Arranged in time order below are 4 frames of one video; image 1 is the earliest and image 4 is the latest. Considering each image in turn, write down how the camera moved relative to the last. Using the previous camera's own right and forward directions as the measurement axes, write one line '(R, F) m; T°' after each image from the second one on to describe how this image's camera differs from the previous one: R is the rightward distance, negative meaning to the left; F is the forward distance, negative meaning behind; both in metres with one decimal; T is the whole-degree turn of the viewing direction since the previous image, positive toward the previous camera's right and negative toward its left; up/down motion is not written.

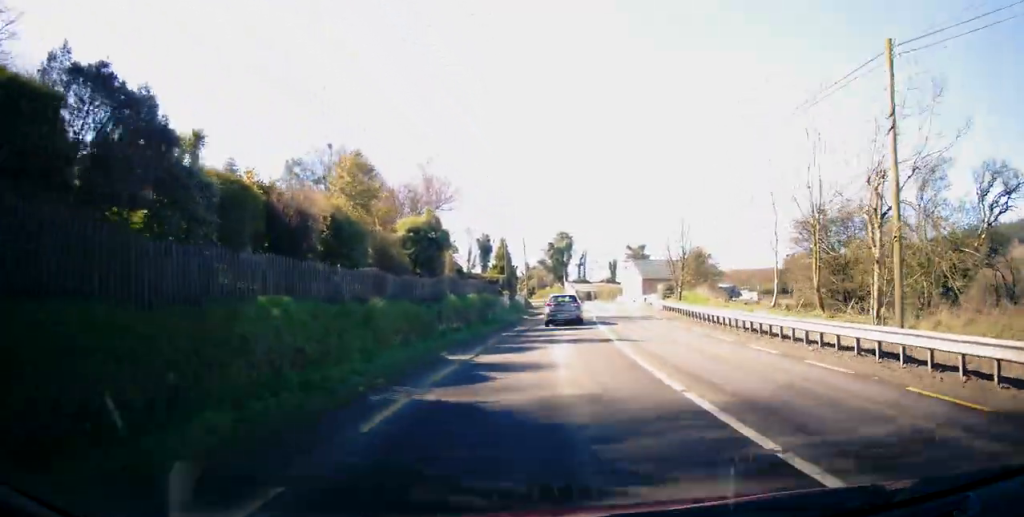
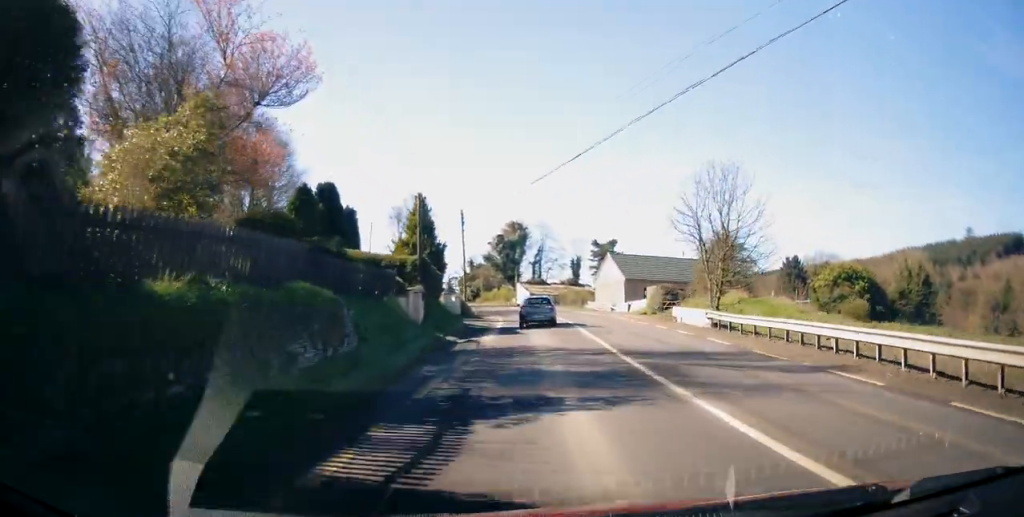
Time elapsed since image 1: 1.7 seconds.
(+0.8, +21.7) m; +6°
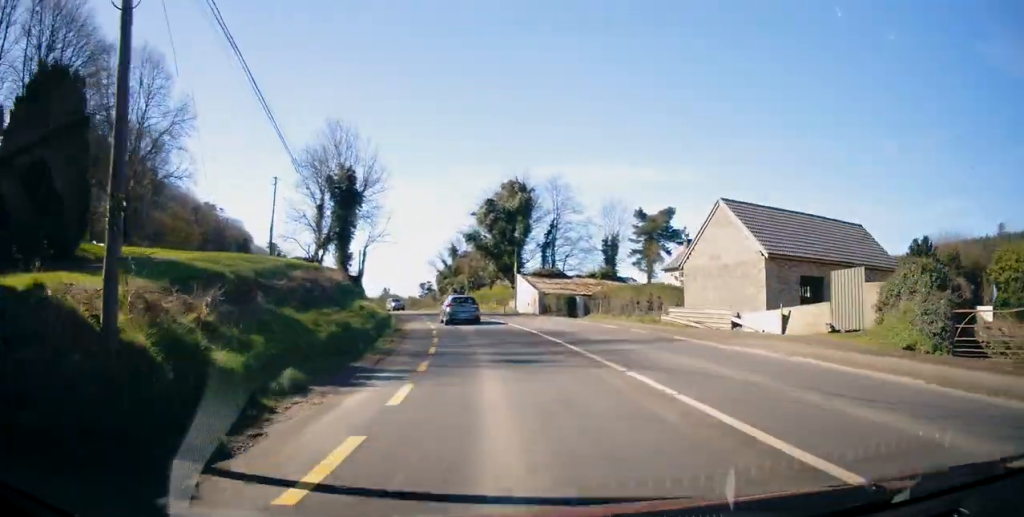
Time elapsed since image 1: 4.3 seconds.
(+0.6, +36.0) m; -2°
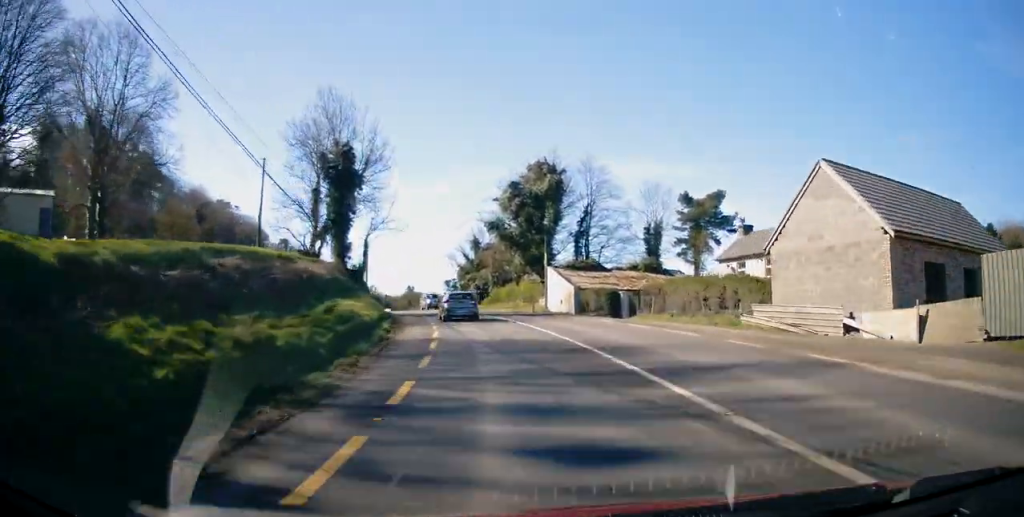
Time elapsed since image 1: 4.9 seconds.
(0.0, +7.9) m; -2°
